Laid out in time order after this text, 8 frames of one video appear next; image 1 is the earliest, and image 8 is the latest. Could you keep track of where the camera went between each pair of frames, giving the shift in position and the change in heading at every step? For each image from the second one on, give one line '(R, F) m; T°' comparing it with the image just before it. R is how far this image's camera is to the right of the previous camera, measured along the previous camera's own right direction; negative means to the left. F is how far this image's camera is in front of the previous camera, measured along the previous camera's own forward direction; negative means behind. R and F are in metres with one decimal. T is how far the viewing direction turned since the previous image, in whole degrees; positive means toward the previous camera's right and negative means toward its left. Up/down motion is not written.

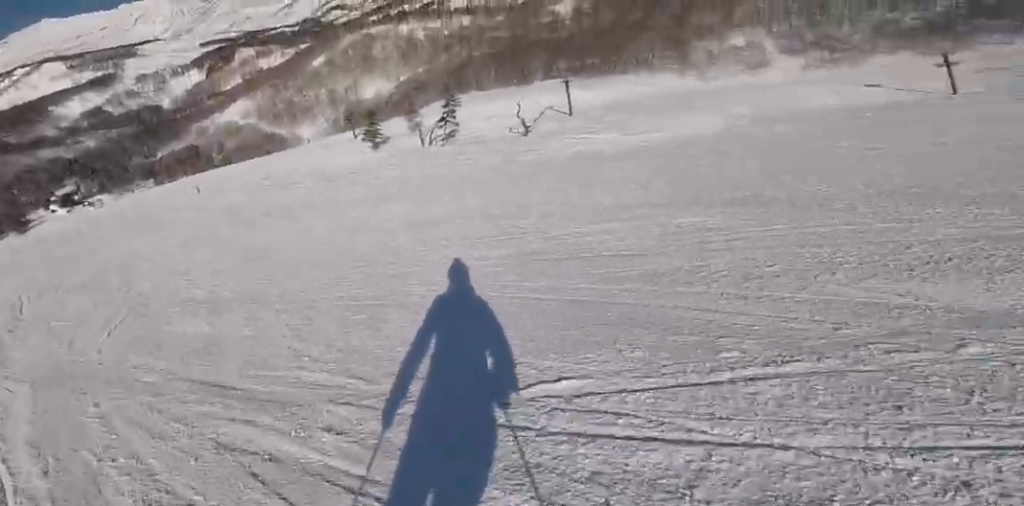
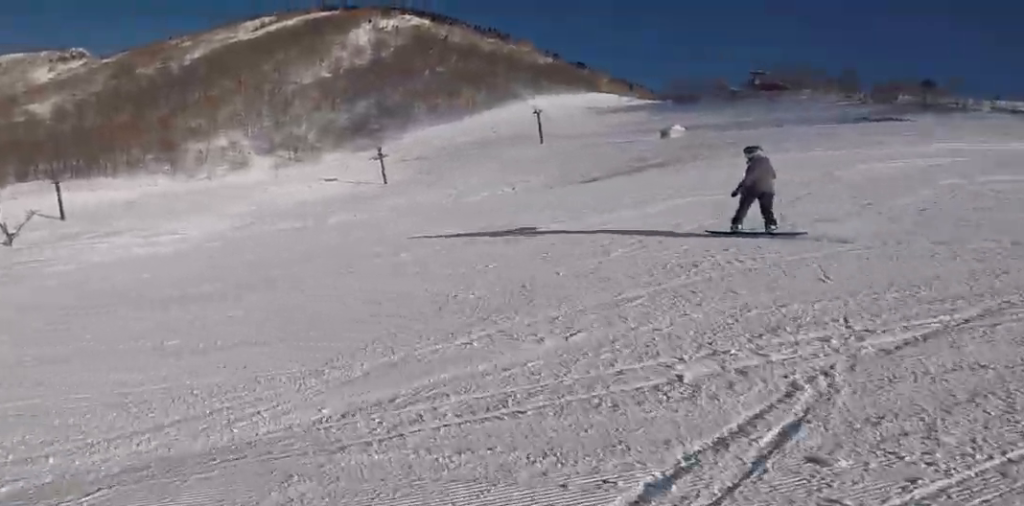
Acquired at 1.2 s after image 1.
(-1.5, +7.9) m; -15°
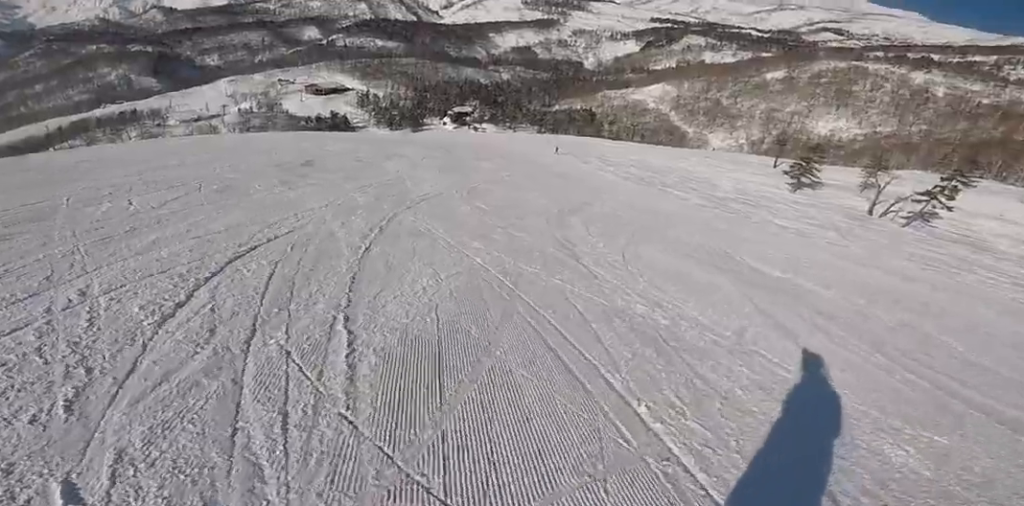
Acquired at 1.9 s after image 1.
(-0.3, +5.0) m; +1°
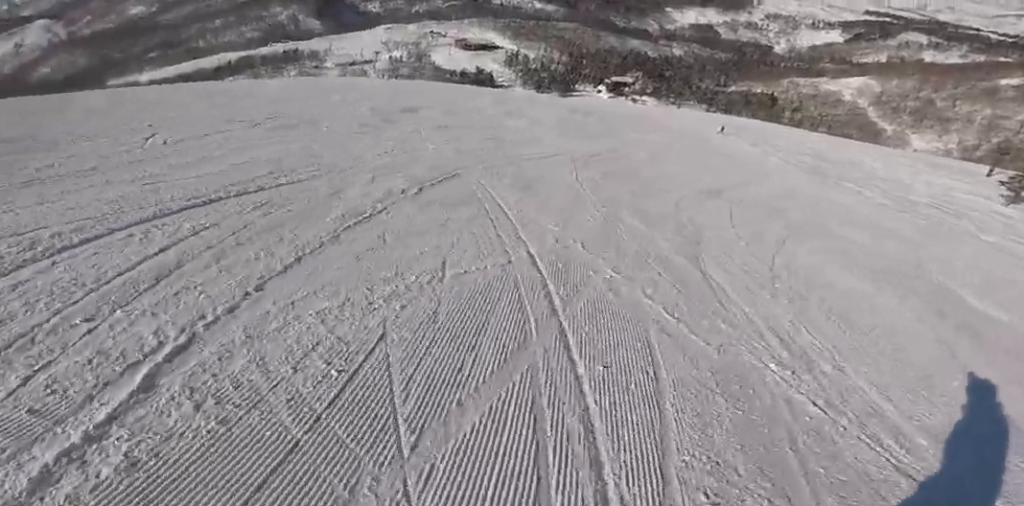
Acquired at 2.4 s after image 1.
(+0.1, +3.1) m; +4°
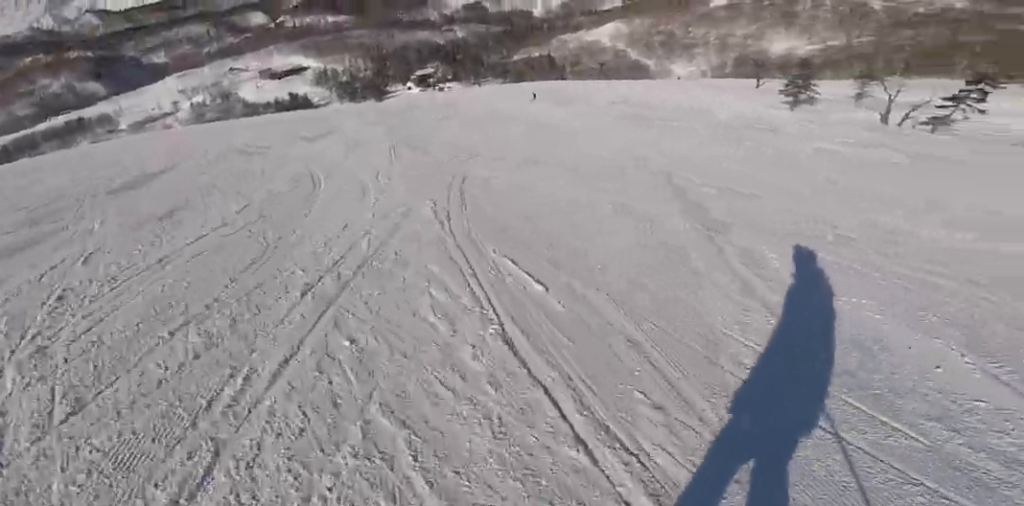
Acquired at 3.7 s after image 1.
(+1.7, +9.4) m; +24°
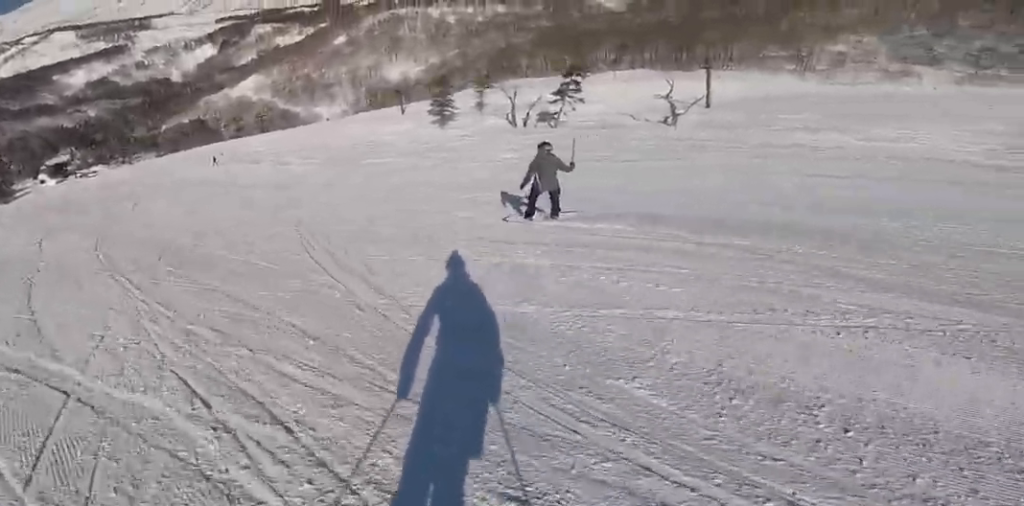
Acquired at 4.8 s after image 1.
(+1.5, +7.2) m; +20°
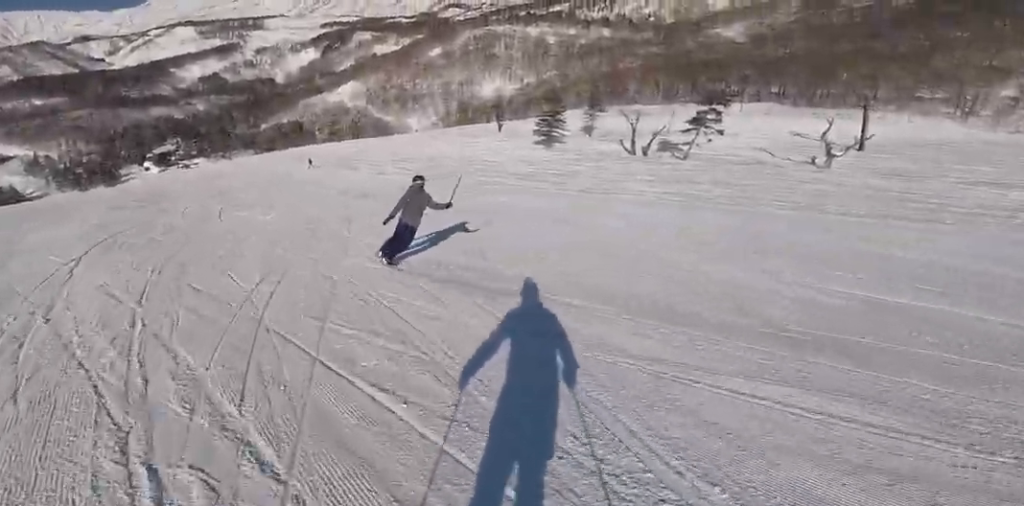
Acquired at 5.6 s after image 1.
(+0.6, +5.0) m; +1°
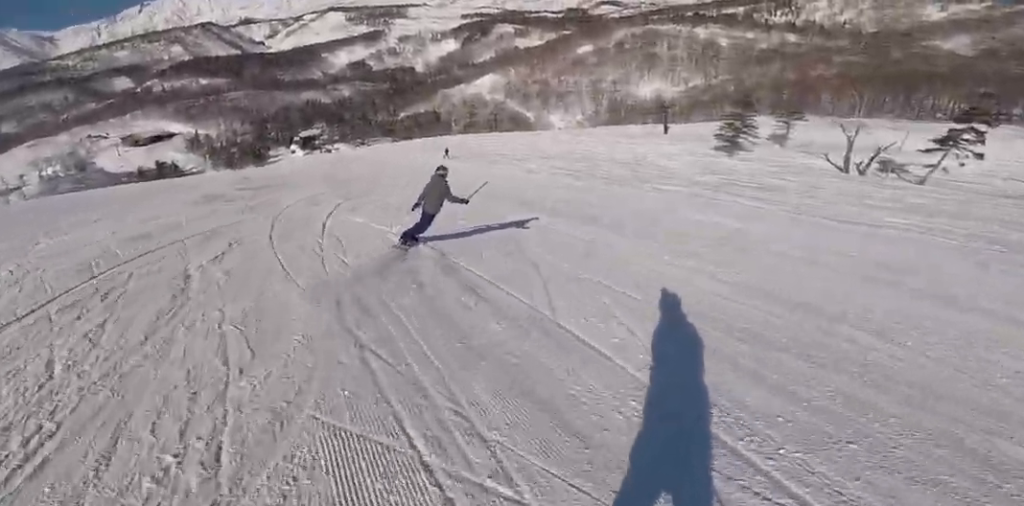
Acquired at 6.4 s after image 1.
(0.0, +4.8) m; -9°
